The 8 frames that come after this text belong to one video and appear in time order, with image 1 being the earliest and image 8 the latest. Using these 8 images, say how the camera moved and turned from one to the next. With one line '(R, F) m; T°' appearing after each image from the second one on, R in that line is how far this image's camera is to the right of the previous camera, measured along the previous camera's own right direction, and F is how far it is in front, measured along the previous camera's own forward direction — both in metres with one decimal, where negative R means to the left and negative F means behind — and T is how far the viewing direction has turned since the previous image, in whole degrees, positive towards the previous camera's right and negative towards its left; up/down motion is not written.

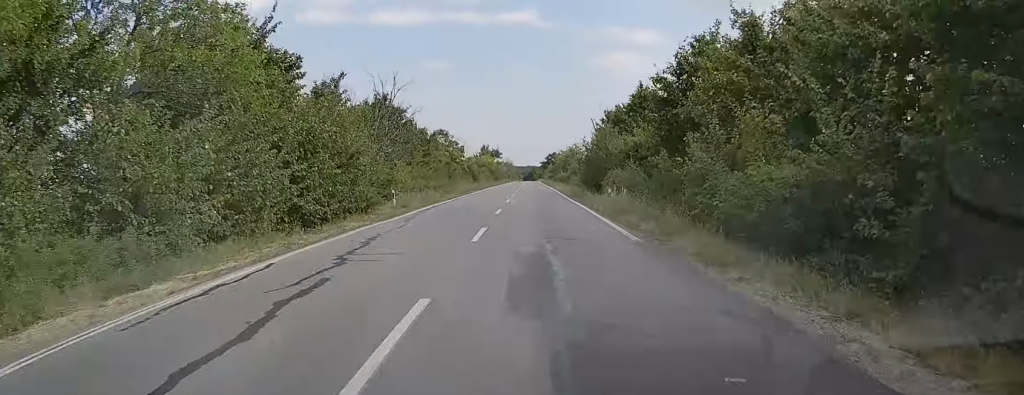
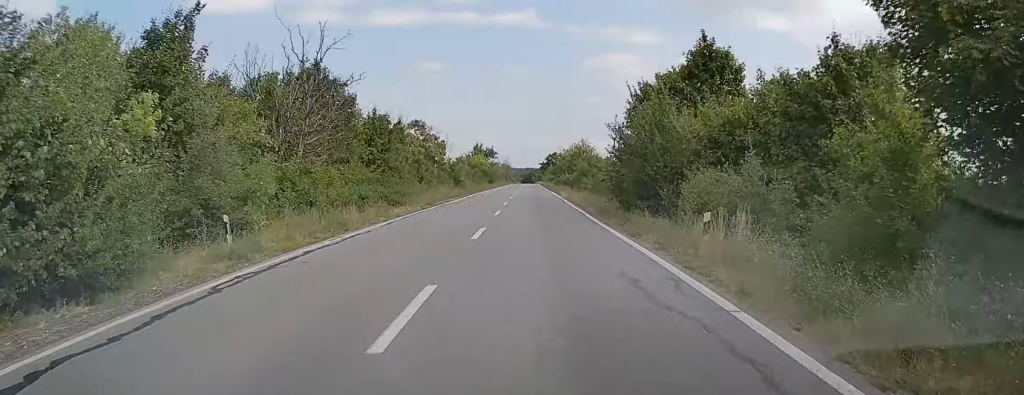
(0.0, +17.0) m; 0°
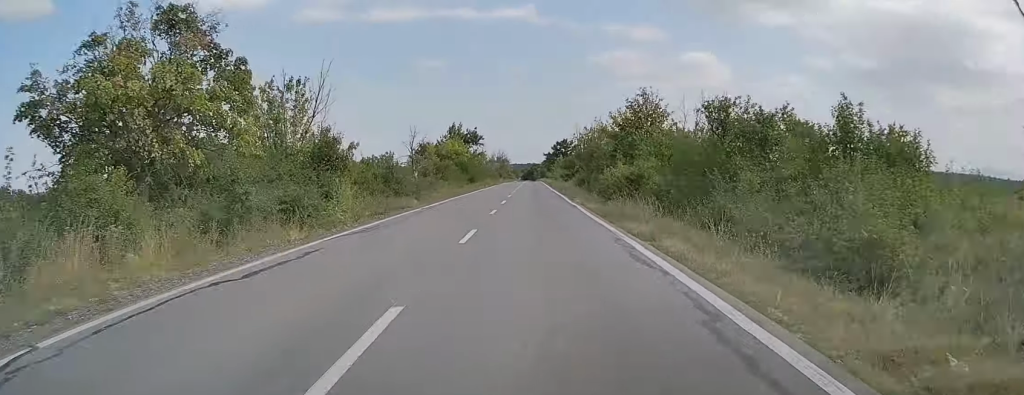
(-0.1, +46.7) m; 0°
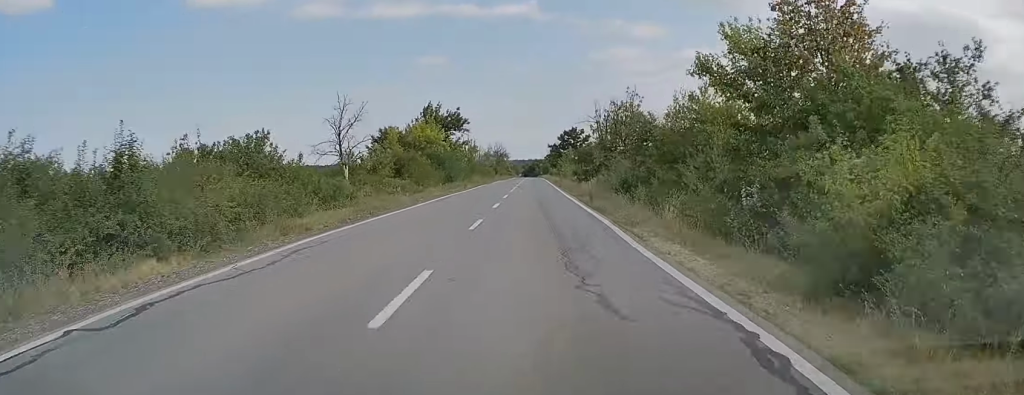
(0.0, +24.9) m; 0°
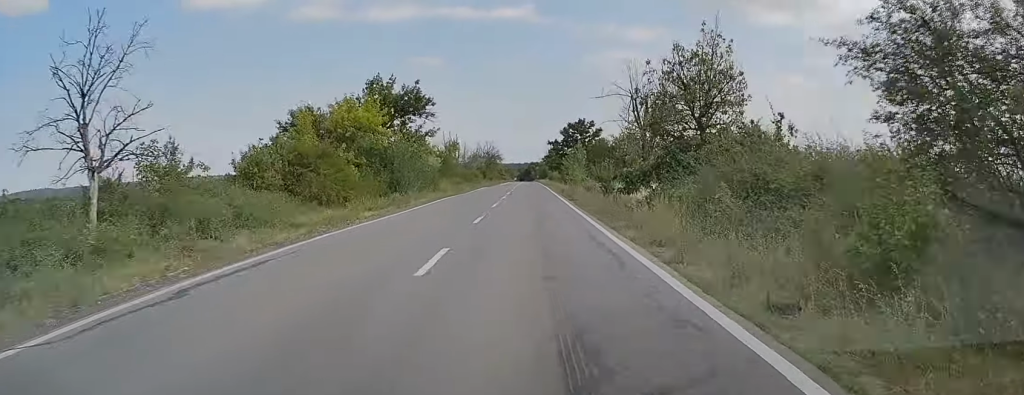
(0.0, +24.1) m; 0°
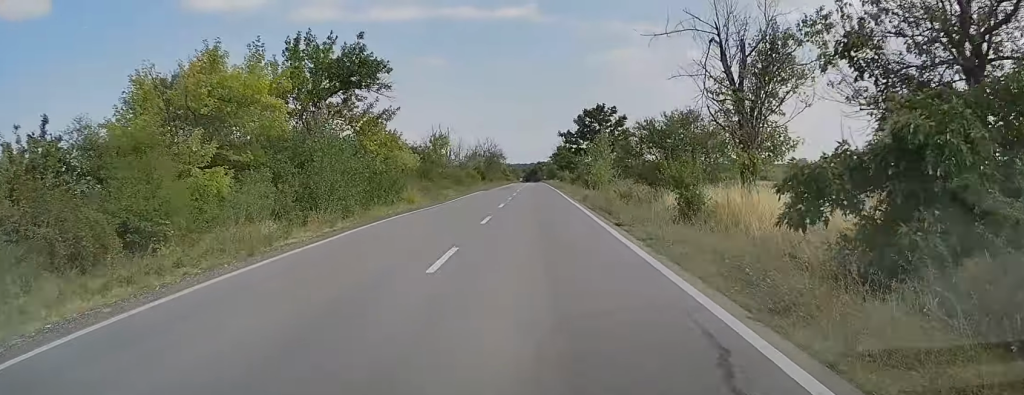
(0.0, +17.7) m; 0°
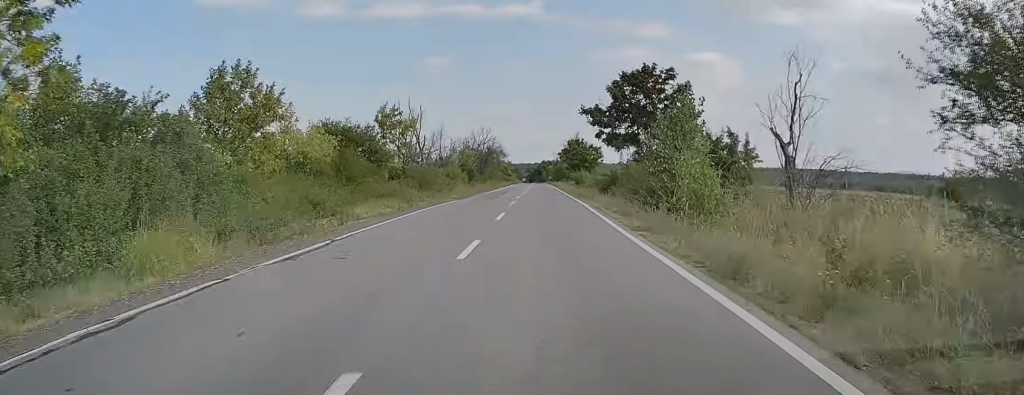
(-0.1, +25.8) m; 0°
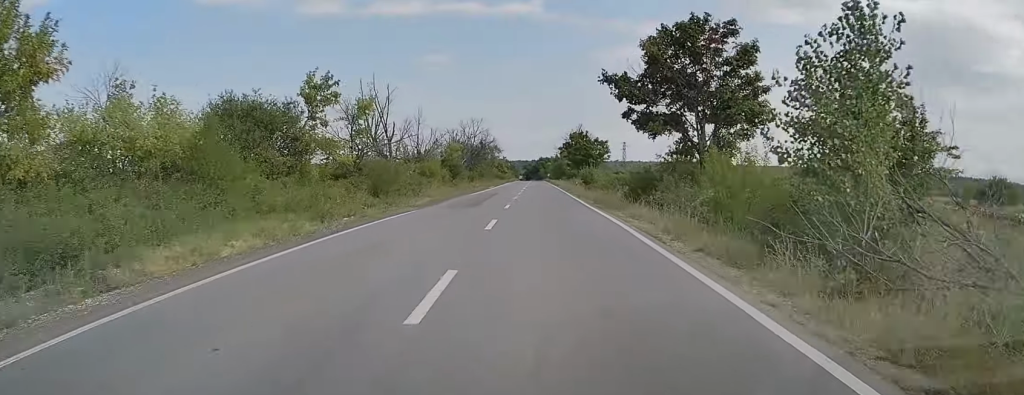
(0.0, +13.7) m; 0°
